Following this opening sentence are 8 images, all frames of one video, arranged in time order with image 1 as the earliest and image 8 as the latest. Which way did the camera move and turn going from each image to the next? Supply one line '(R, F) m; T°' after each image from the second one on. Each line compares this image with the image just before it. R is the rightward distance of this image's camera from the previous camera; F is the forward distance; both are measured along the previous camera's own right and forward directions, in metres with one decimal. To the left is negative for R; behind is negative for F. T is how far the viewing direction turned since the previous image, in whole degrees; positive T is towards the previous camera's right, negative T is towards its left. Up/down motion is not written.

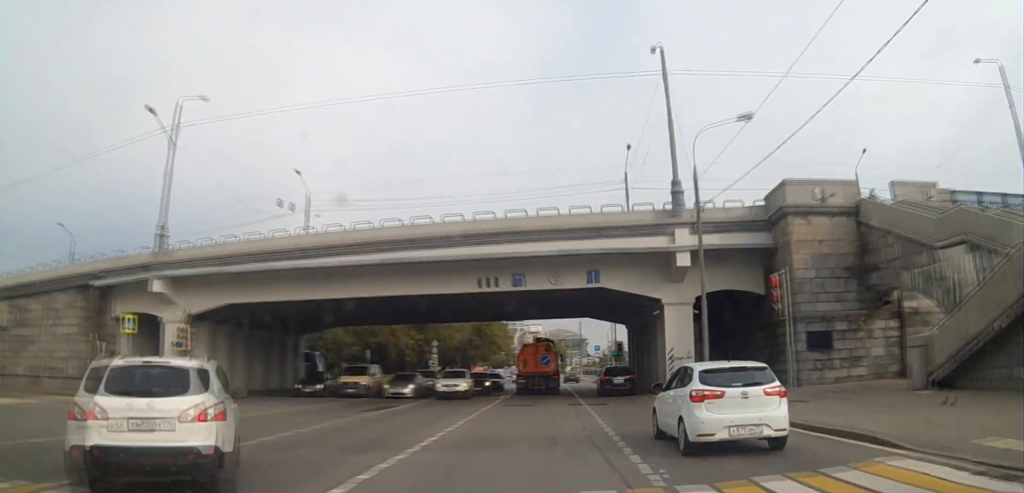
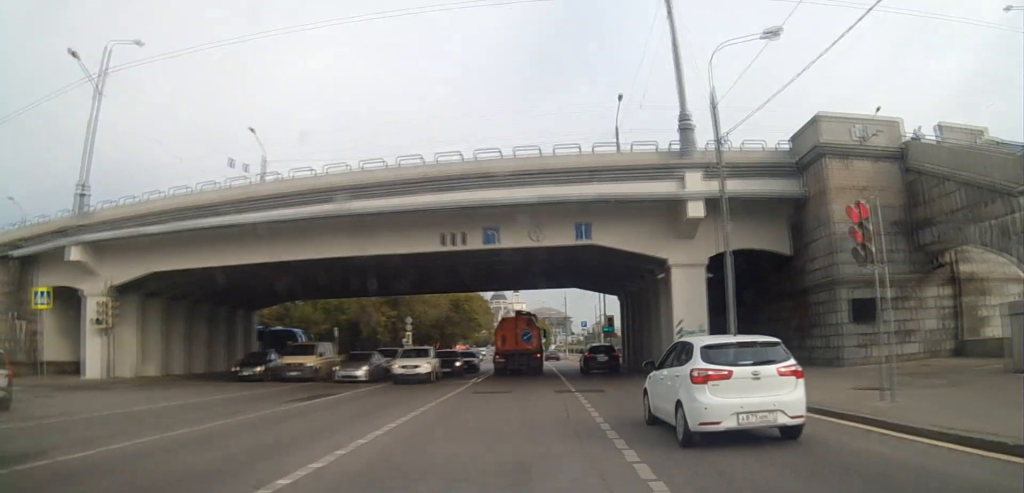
(0.0, +4.1) m; 0°
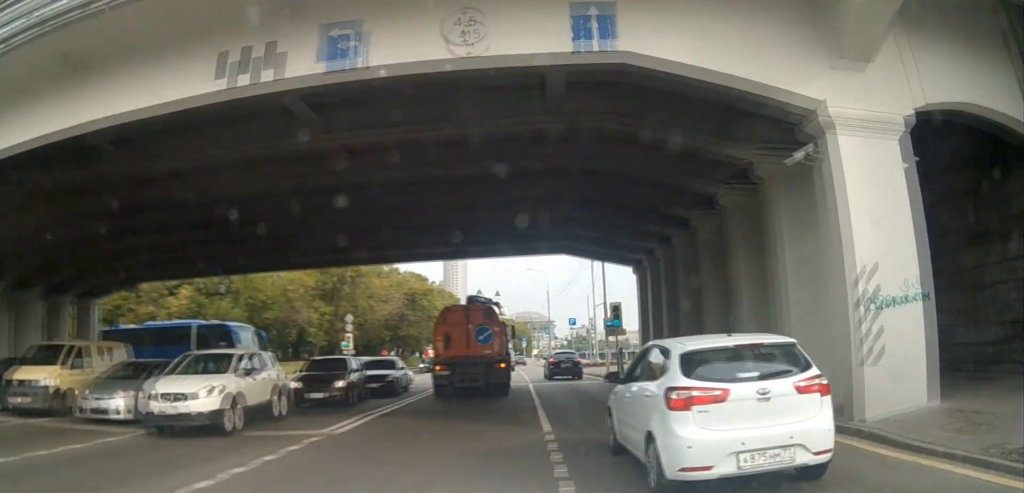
(0.0, +13.8) m; 0°
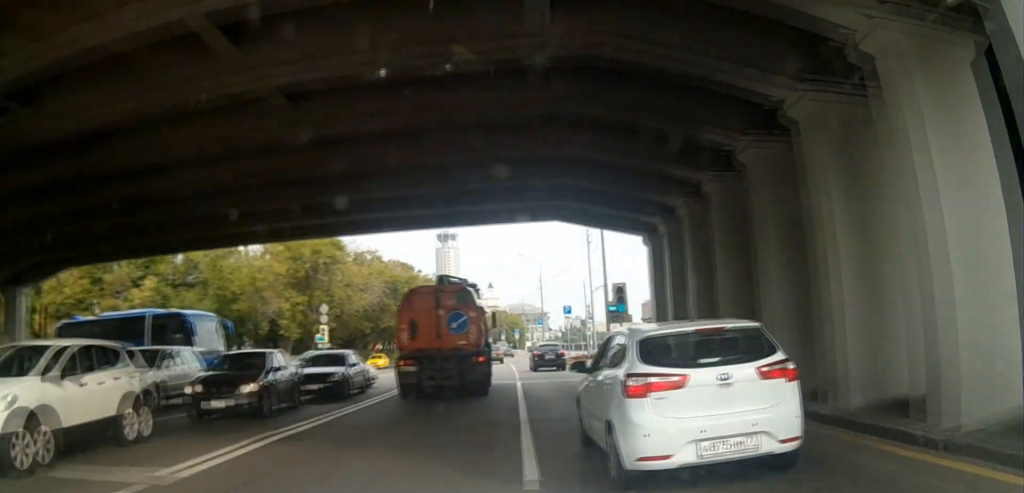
(0.0, +5.0) m; 0°
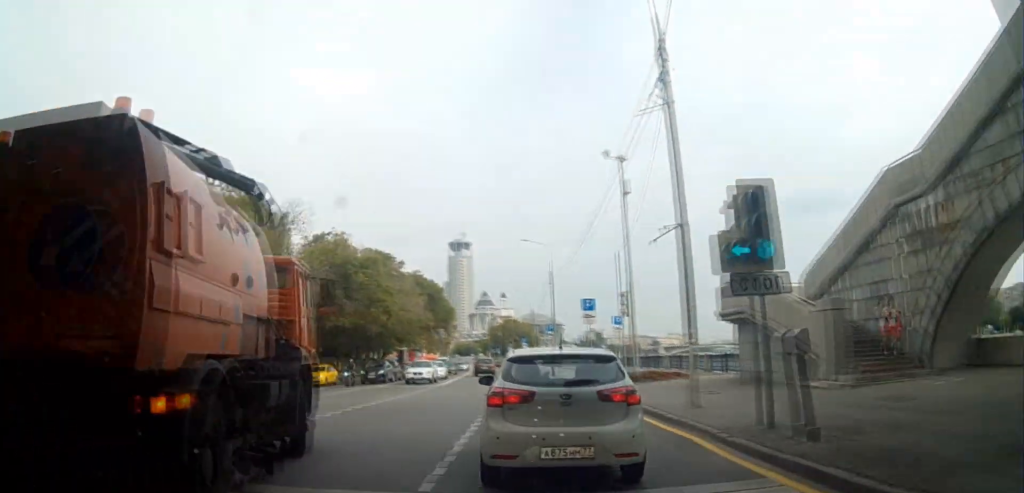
(+0.6, +18.6) m; +1°
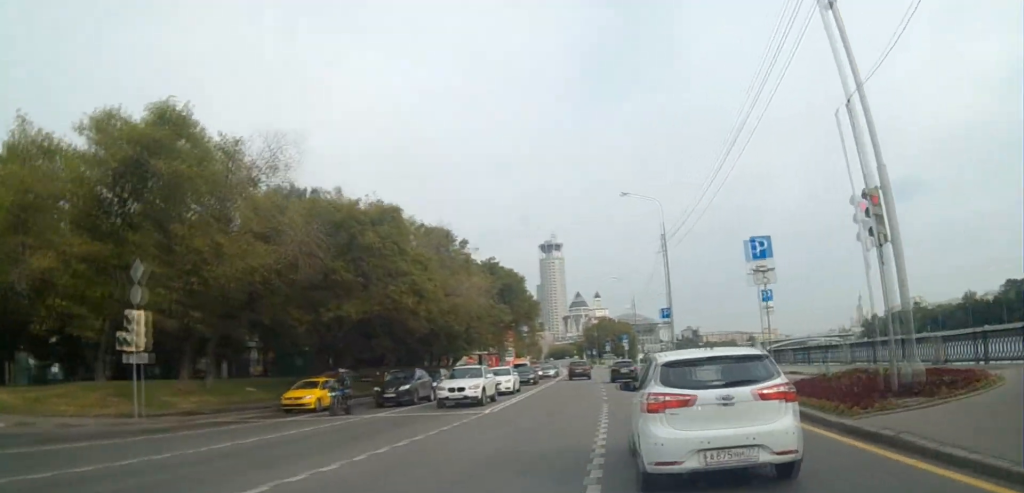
(-0.6, +14.9) m; -3°
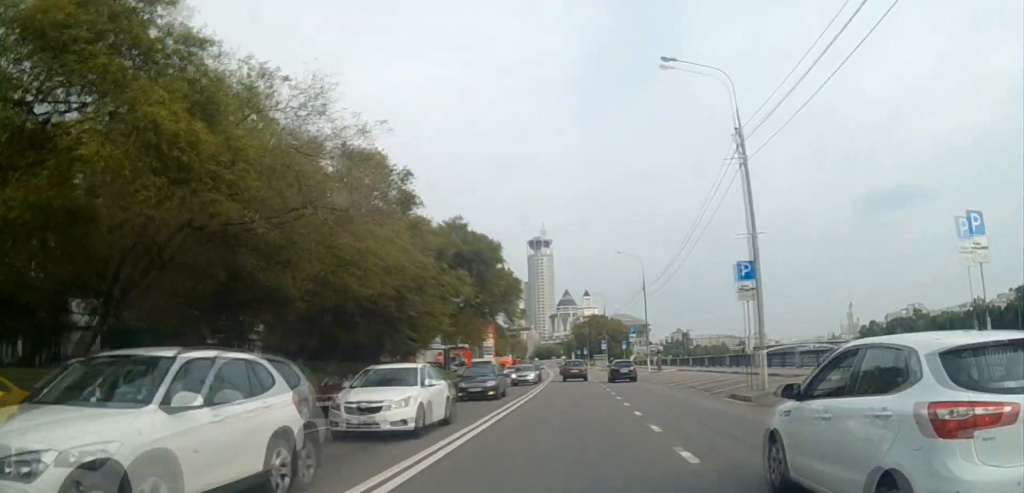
(-0.1, +17.2) m; -2°
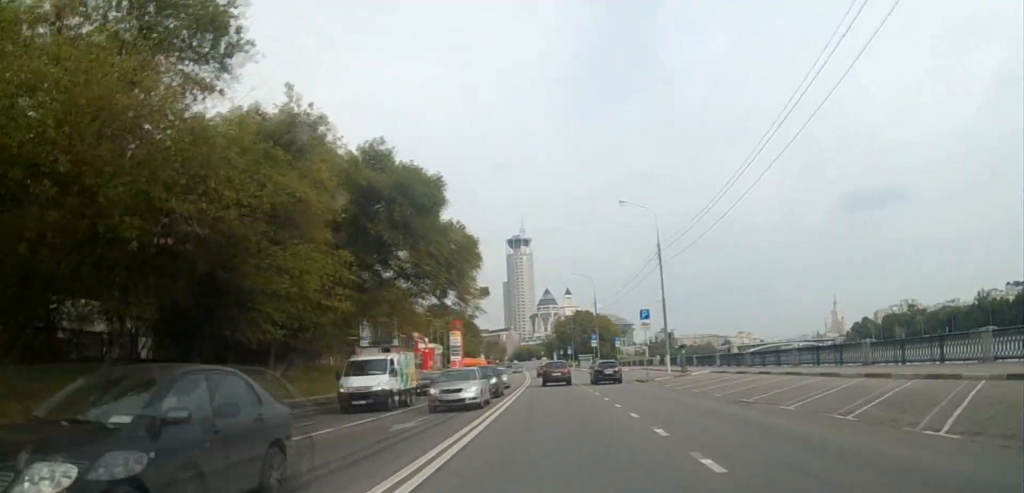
(-0.6, +18.2) m; 0°
